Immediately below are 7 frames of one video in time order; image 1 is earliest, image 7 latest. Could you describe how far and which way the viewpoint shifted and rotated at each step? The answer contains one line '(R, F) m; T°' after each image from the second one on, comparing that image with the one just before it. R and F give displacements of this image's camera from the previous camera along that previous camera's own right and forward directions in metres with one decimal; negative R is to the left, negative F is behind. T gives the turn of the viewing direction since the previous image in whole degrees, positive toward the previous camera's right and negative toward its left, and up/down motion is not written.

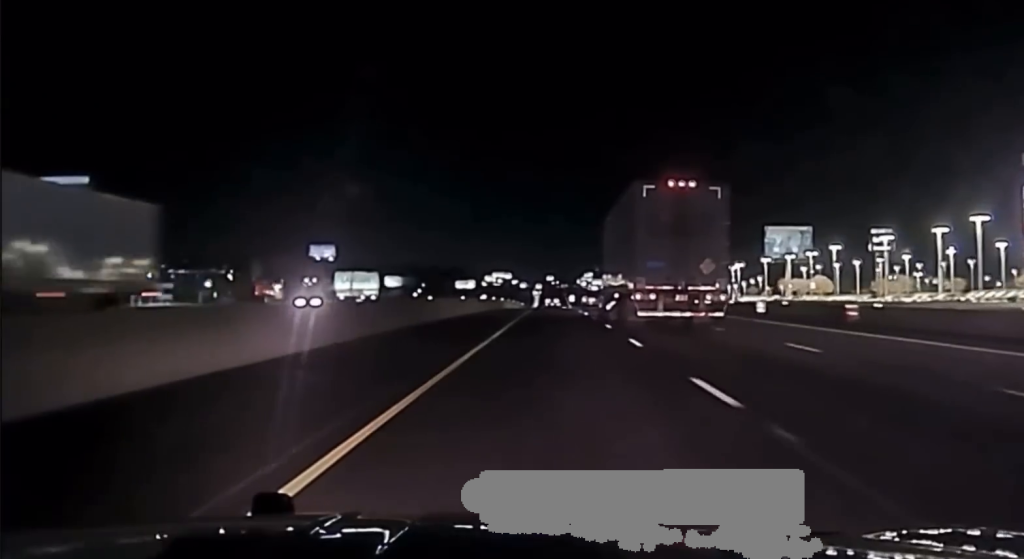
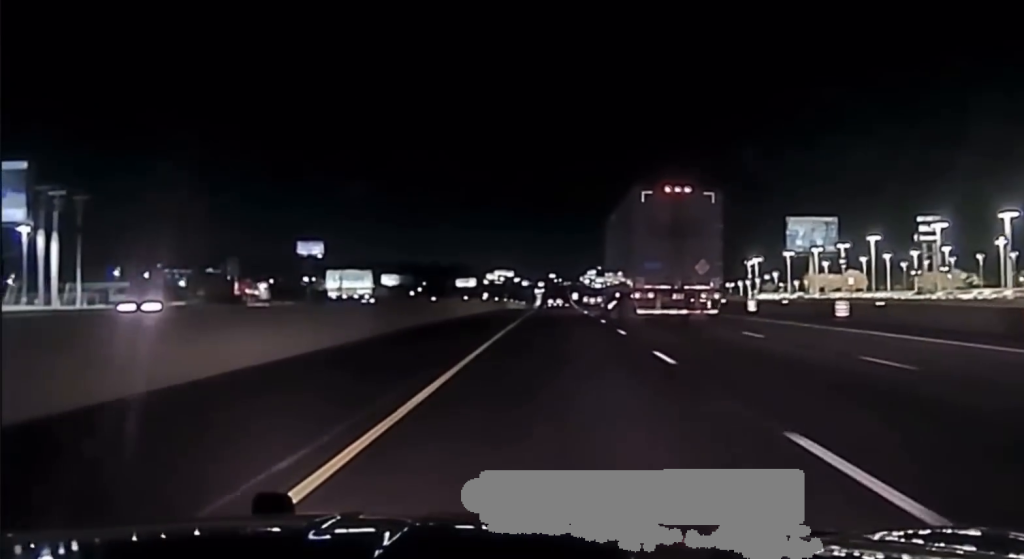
(-0.1, +17.4) m; -1°
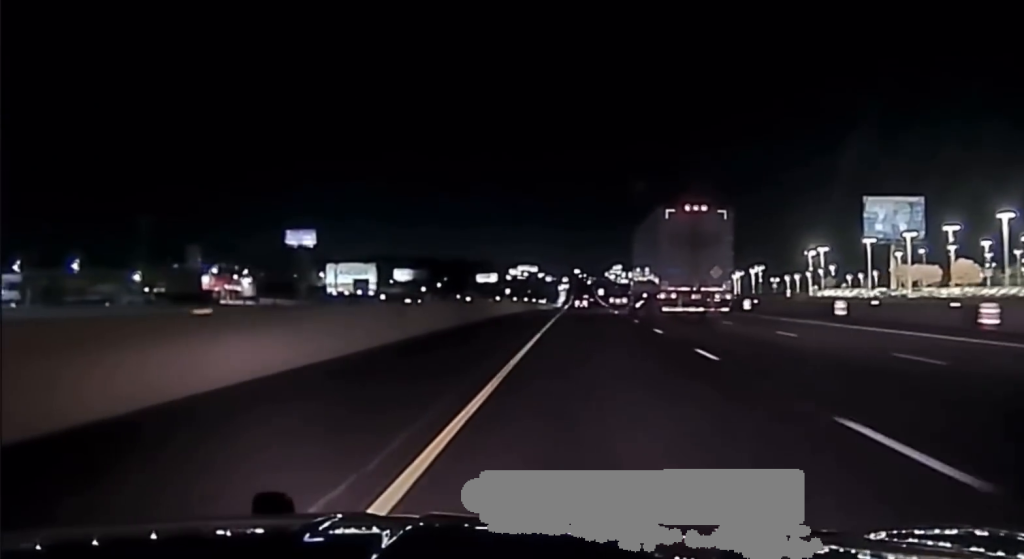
(-0.4, +35.0) m; -1°
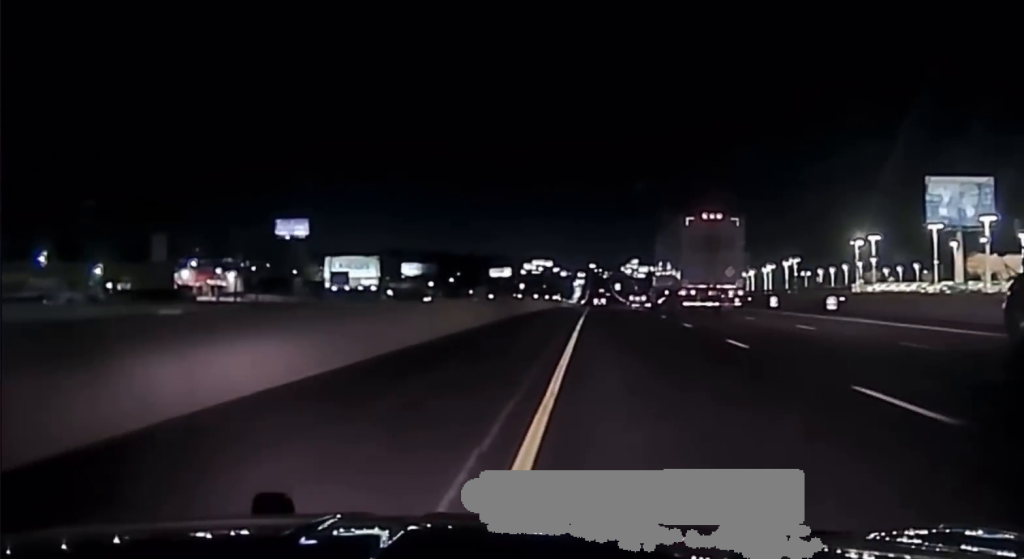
(0.0, +20.9) m; 0°
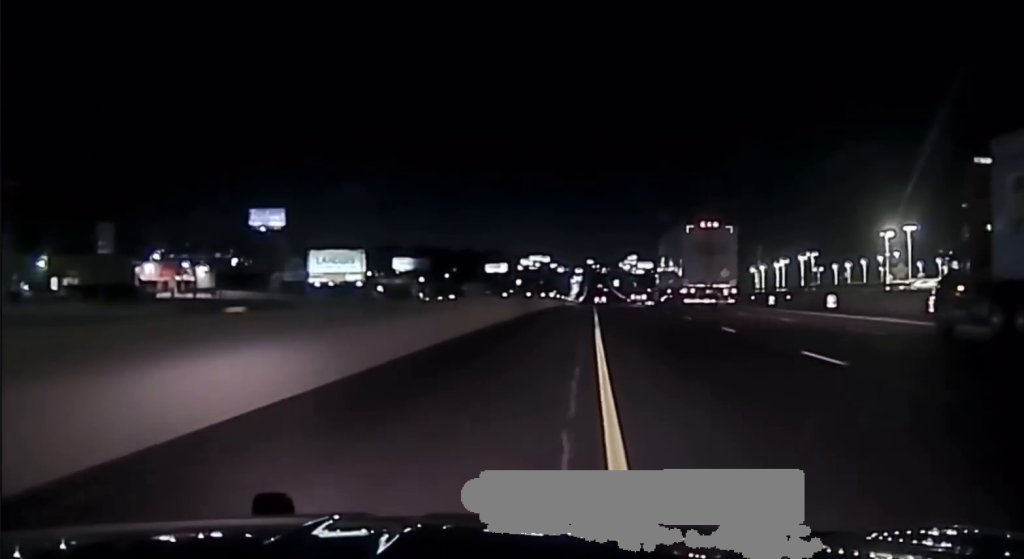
(0.0, +17.0) m; 0°
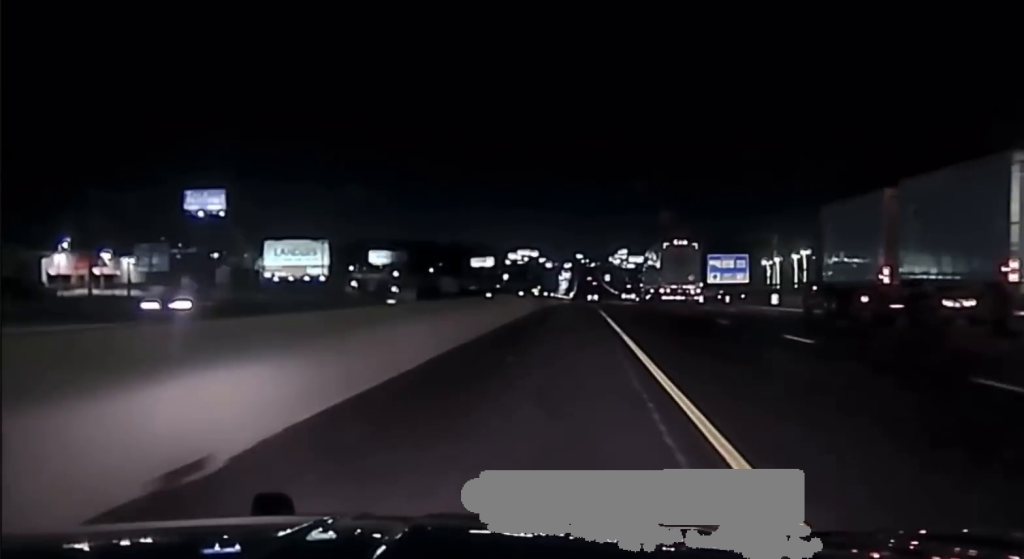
(+0.3, +28.5) m; 0°
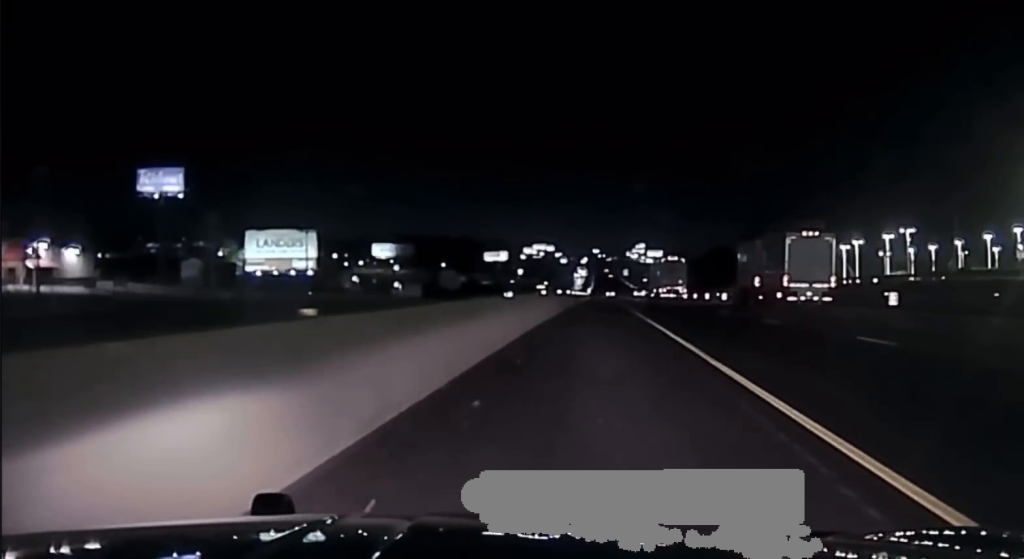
(-0.1, +24.2) m; +1°
